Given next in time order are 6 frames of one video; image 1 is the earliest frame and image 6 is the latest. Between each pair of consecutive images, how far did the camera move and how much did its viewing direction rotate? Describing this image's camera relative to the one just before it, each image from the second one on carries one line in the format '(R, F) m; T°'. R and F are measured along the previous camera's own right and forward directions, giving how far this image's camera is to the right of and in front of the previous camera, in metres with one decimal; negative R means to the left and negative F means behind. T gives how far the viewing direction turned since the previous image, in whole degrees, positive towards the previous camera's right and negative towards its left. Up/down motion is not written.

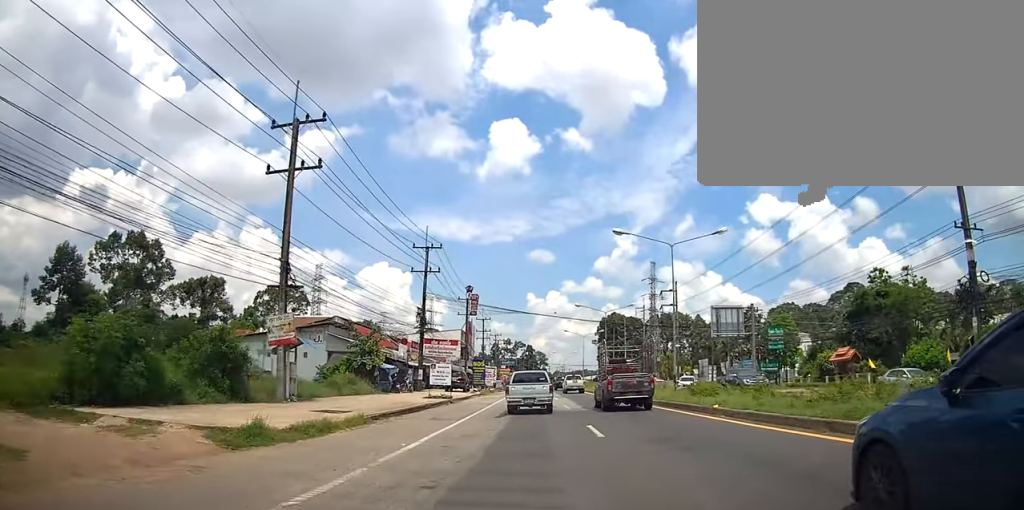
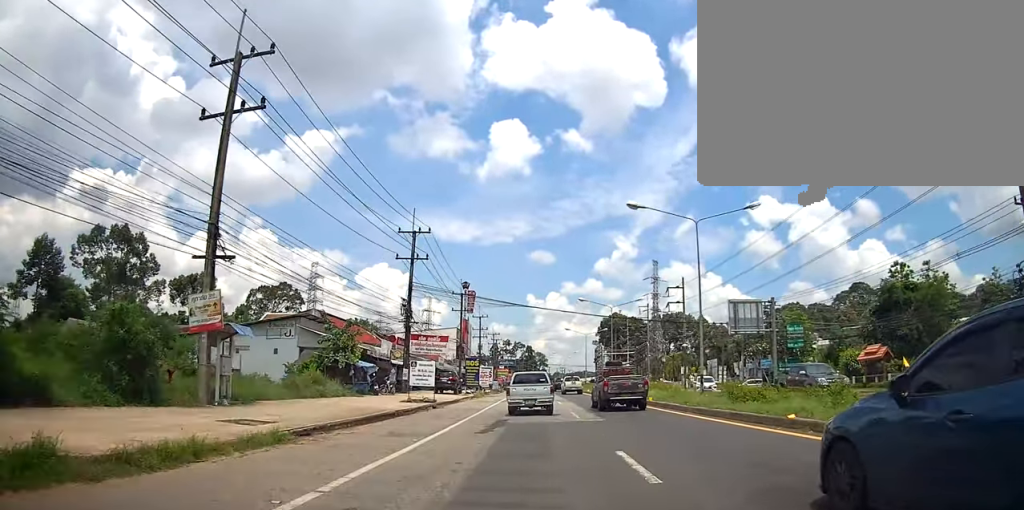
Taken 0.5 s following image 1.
(0.0, +5.4) m; +1°
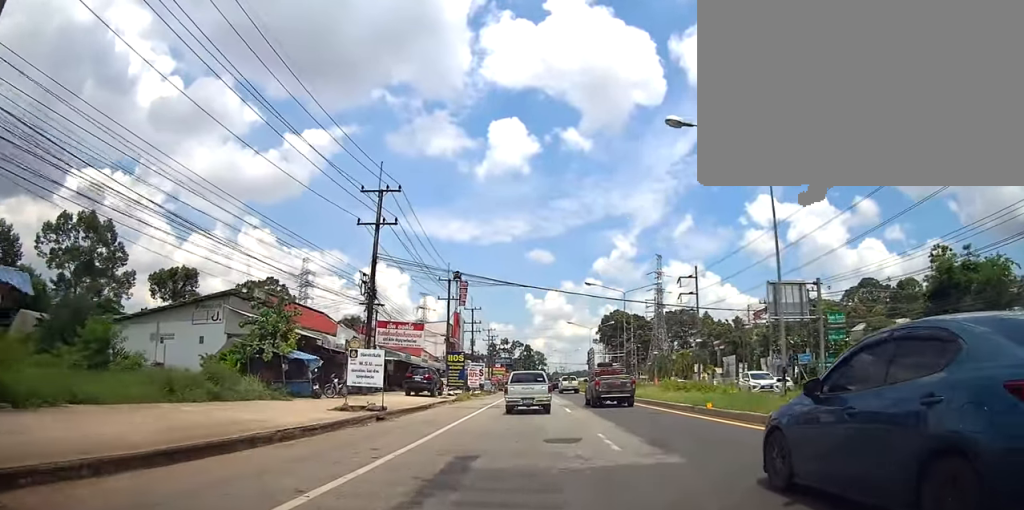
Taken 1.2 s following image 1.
(+0.1, +9.4) m; 0°
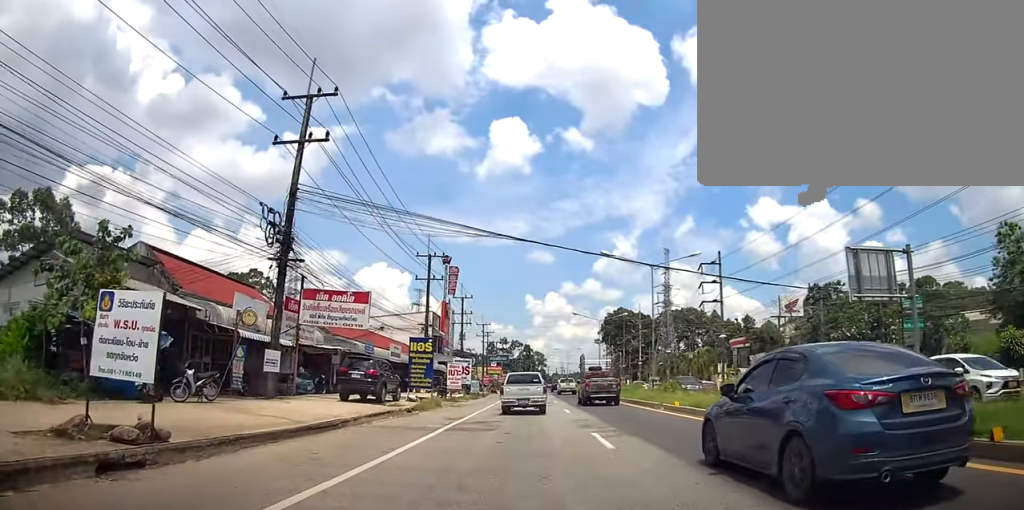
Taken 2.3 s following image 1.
(-0.2, +11.9) m; -1°
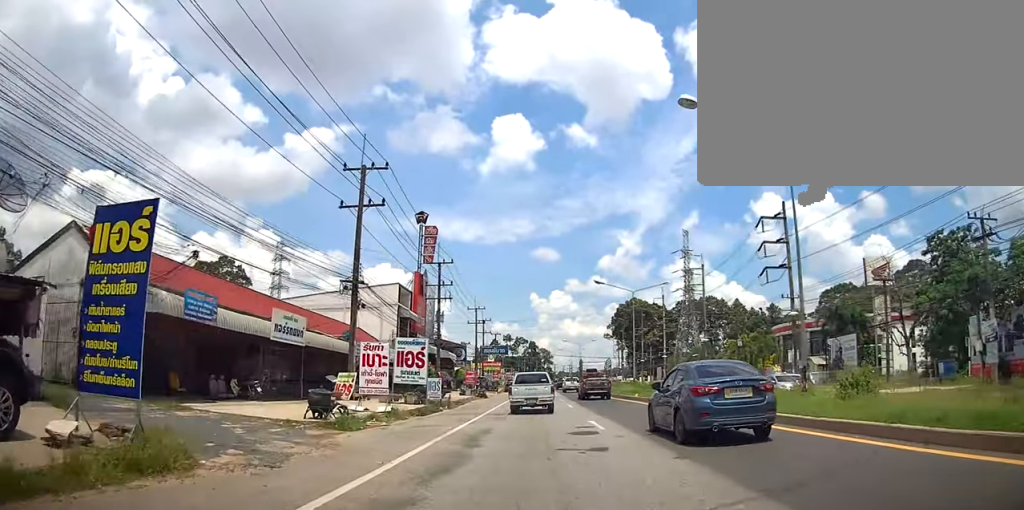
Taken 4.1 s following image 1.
(+0.2, +21.1) m; +1°
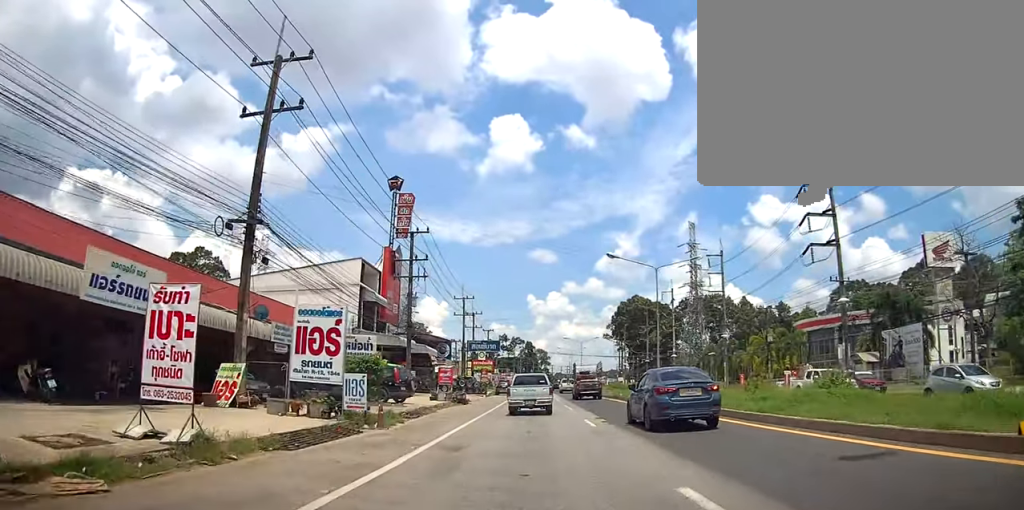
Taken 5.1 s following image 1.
(0.0, +10.8) m; -1°
